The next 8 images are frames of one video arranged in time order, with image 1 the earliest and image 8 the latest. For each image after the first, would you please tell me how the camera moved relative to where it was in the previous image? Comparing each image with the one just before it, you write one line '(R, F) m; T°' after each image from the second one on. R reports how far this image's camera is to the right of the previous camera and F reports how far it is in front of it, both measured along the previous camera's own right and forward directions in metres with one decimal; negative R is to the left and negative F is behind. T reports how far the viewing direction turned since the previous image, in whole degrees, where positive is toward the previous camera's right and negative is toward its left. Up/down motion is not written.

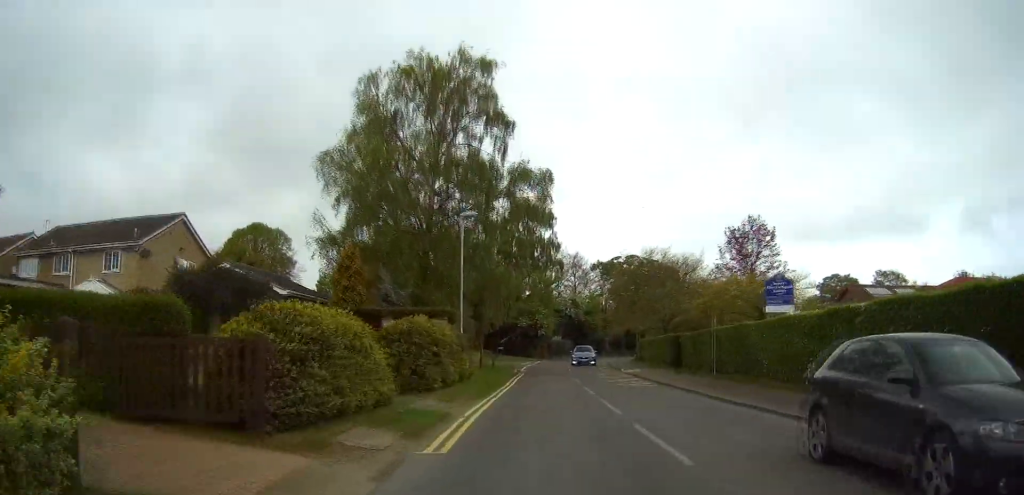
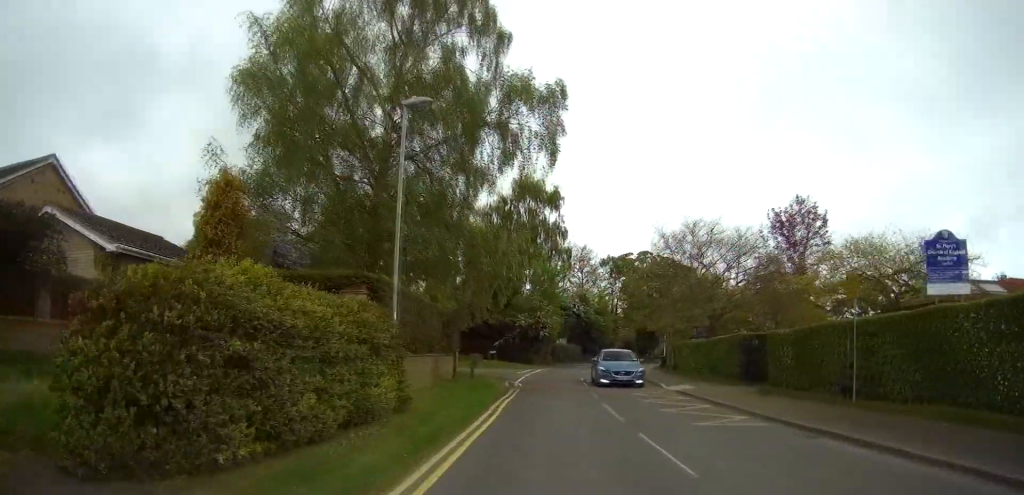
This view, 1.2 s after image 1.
(0.0, +12.1) m; -1°
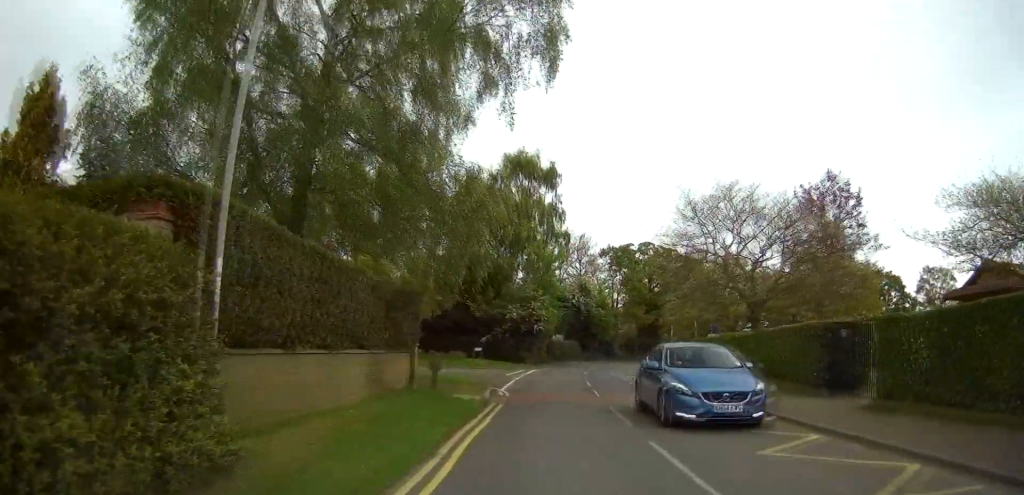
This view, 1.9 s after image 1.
(-0.1, +7.3) m; +1°
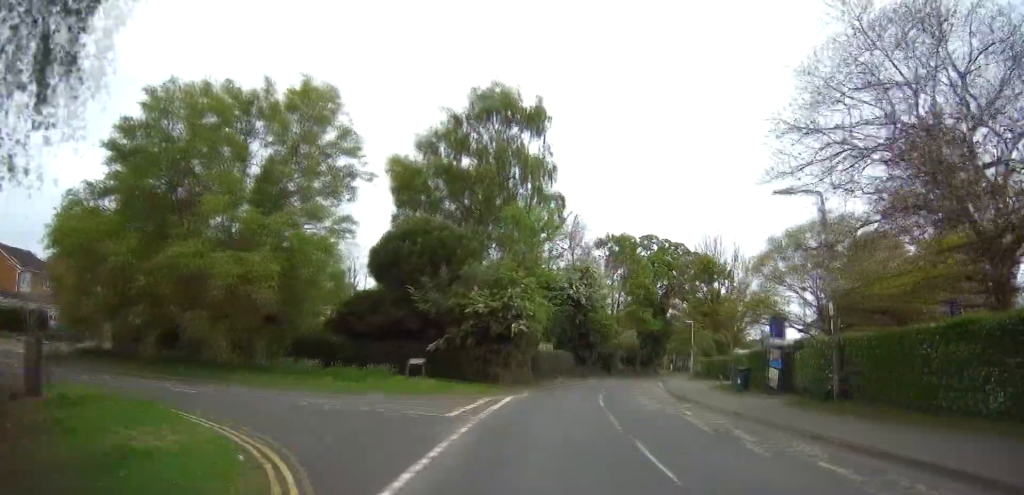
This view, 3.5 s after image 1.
(+0.3, +16.5) m; +2°
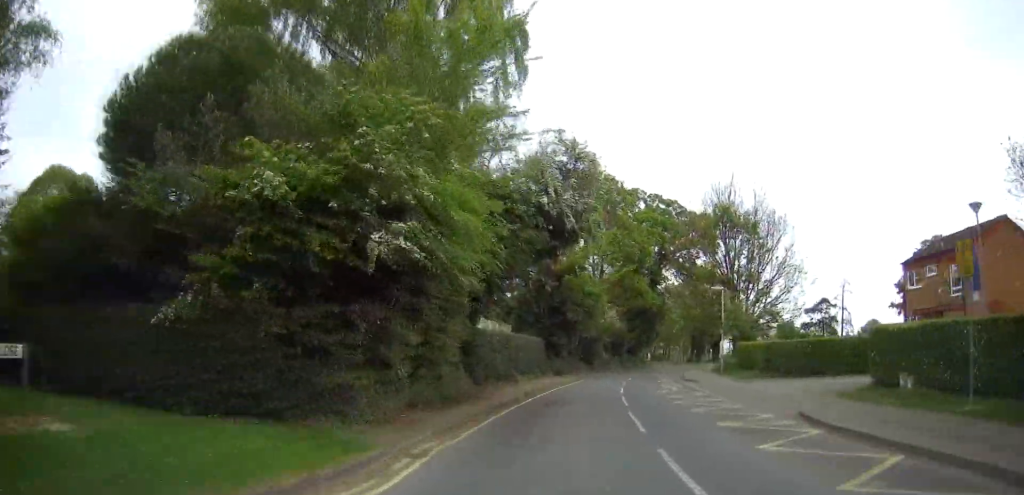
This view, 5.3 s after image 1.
(+0.4, +19.5) m; +4°
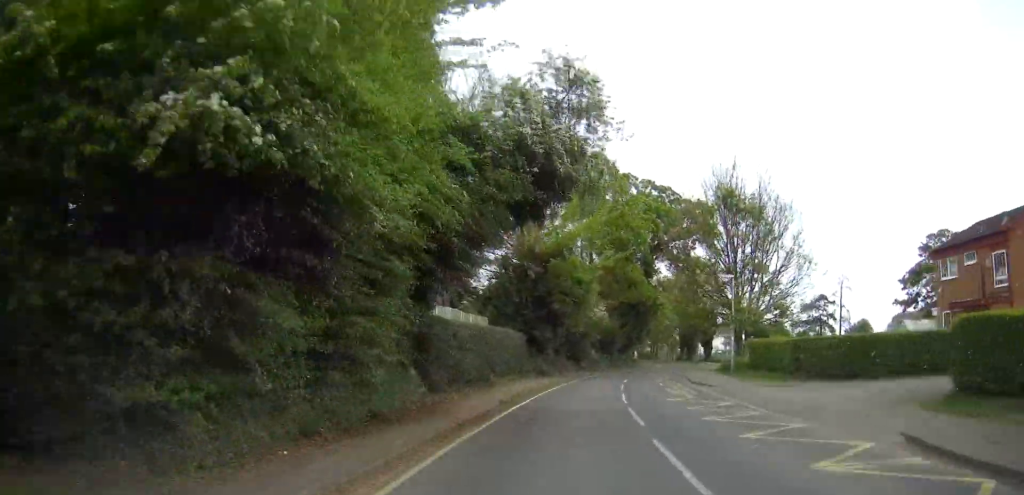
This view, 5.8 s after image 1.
(+0.1, +5.2) m; +1°
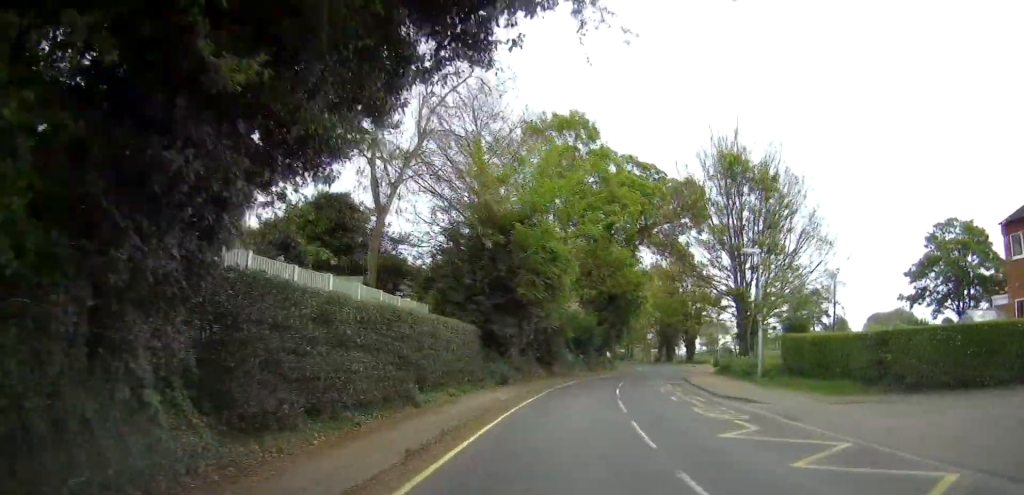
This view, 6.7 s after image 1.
(+0.1, +8.5) m; +2°
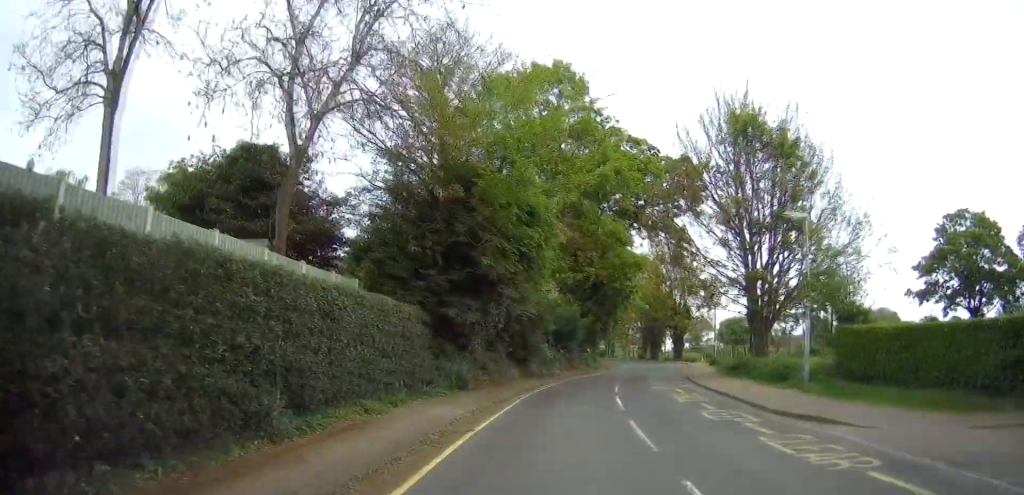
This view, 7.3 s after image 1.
(-0.1, +6.3) m; +2°
